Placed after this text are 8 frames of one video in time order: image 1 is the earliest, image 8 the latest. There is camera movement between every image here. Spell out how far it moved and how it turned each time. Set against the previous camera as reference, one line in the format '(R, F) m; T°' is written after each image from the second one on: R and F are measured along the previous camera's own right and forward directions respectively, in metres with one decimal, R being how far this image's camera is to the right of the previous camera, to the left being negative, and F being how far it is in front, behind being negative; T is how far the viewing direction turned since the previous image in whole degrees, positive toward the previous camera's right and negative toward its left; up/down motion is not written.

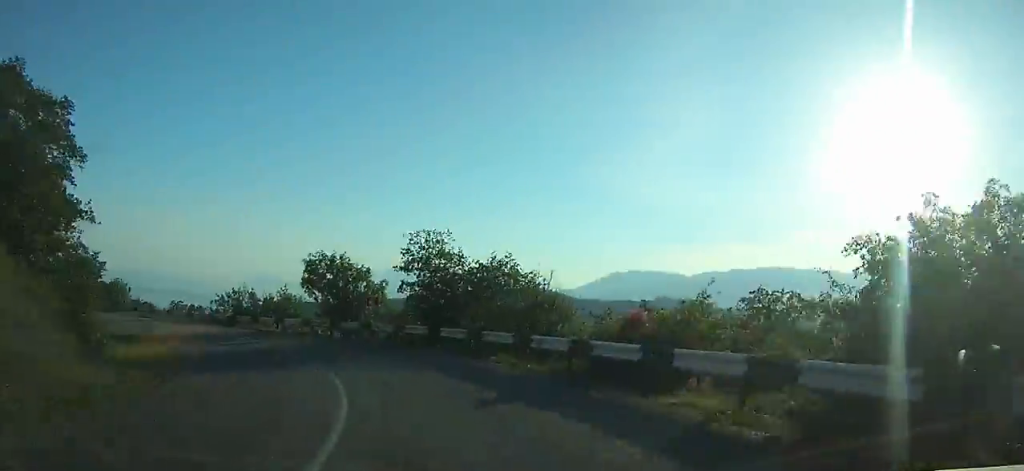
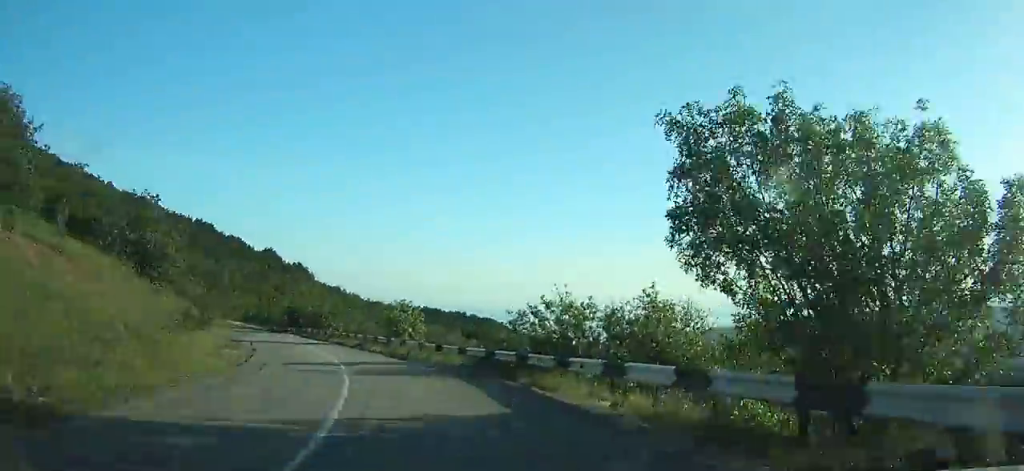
(-7.6, +20.5) m; -34°
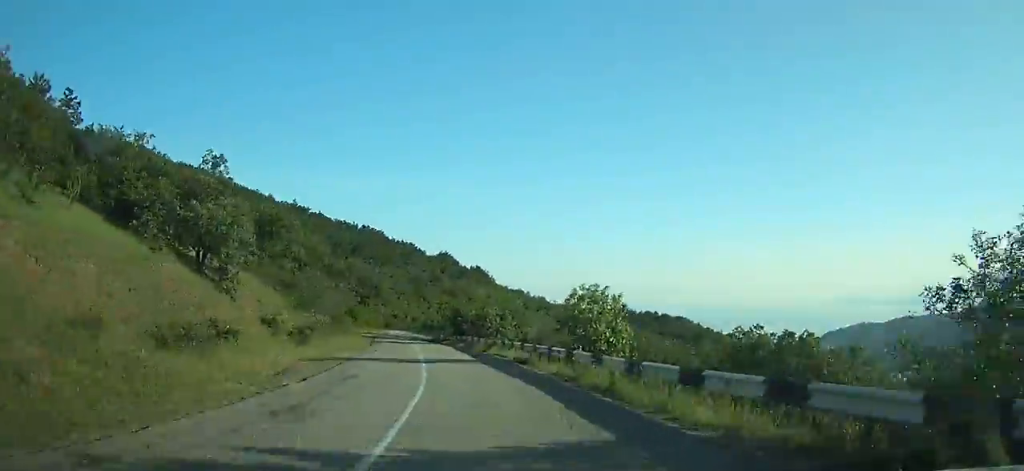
(-3.5, +15.5) m; -18°
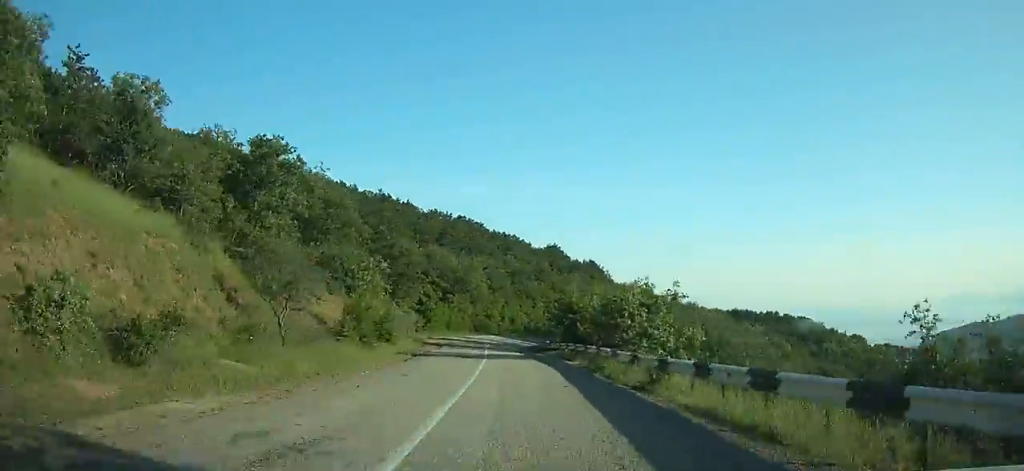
(-4.1, +20.8) m; -11°
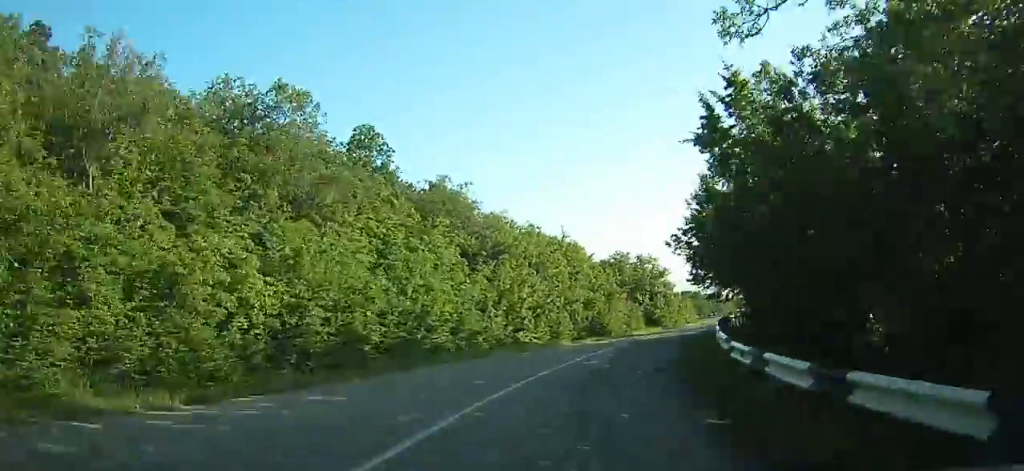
(-4.0, +68.0) m; +8°
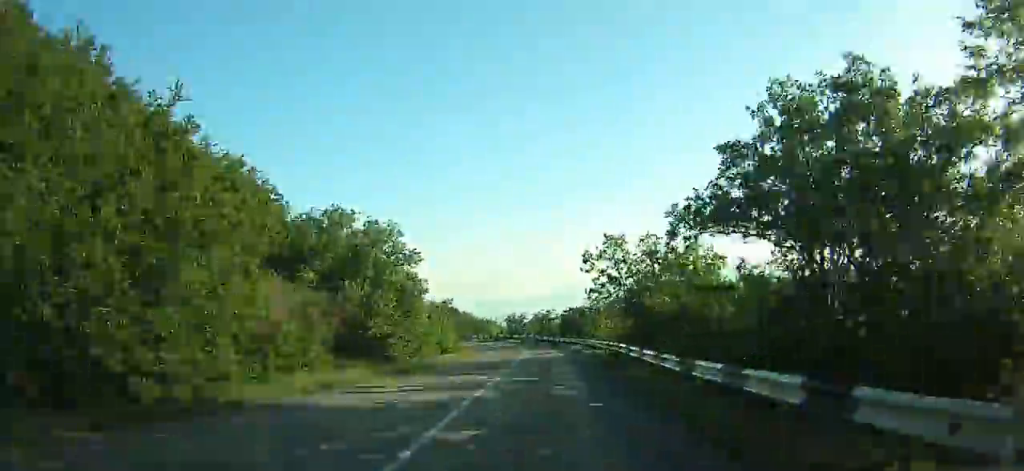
(+3.1, +31.7) m; +15°
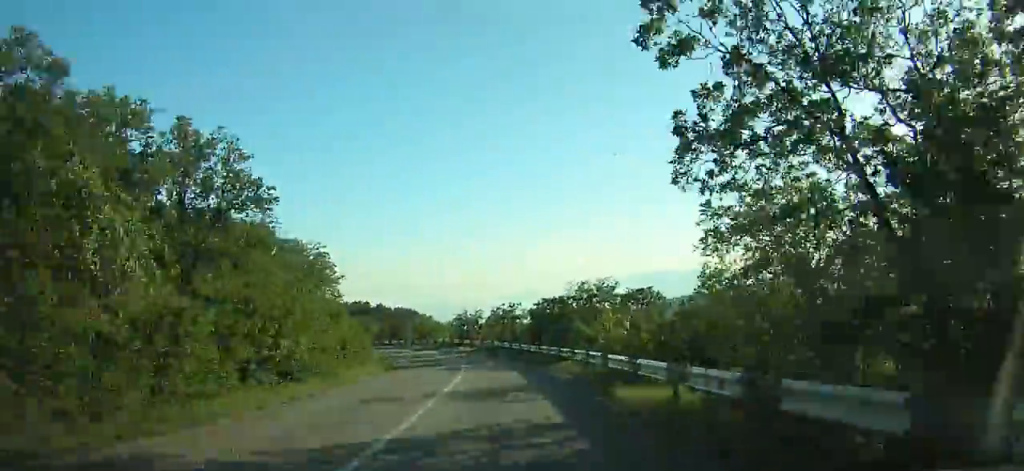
(+3.5, +20.2) m; +2°
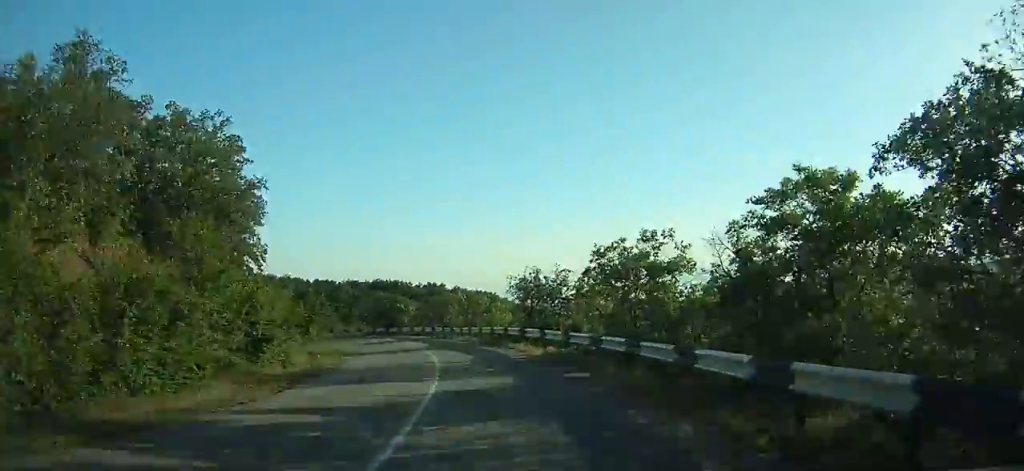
(+1.9, +28.6) m; -2°
